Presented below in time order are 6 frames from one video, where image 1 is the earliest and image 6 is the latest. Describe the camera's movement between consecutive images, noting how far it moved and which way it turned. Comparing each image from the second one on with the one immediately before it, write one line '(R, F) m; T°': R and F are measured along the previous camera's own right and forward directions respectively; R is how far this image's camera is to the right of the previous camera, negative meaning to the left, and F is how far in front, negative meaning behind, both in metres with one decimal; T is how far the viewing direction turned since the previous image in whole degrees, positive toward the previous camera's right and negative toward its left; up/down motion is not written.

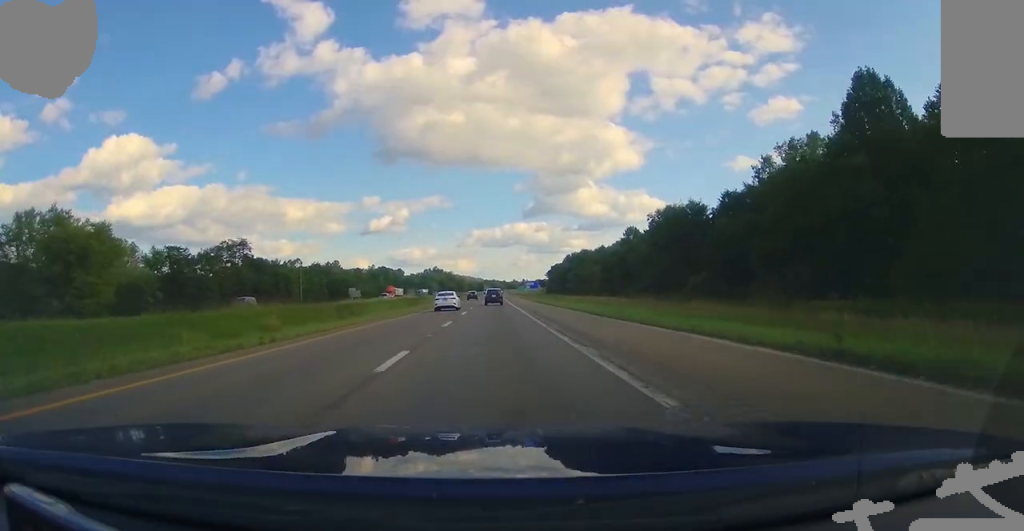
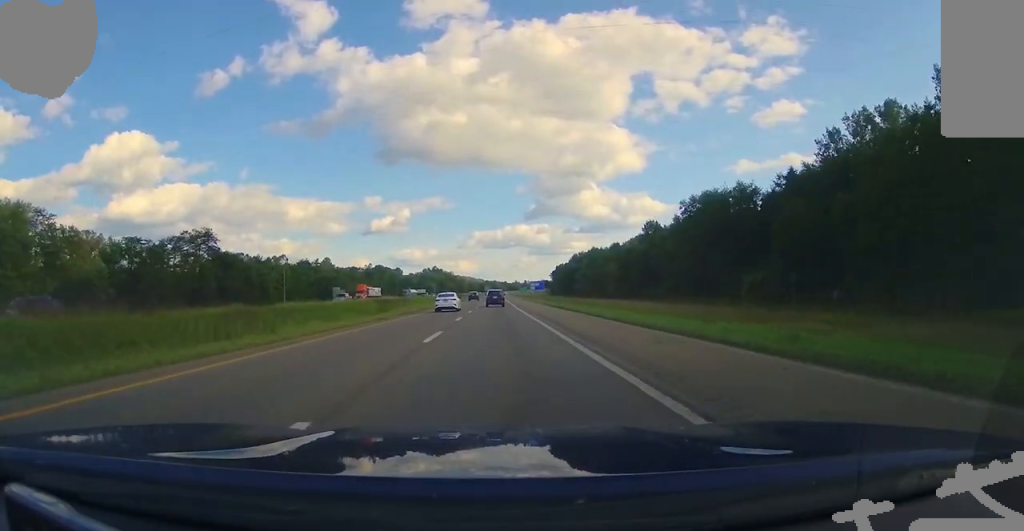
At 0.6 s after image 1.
(0.0, +19.1) m; 0°
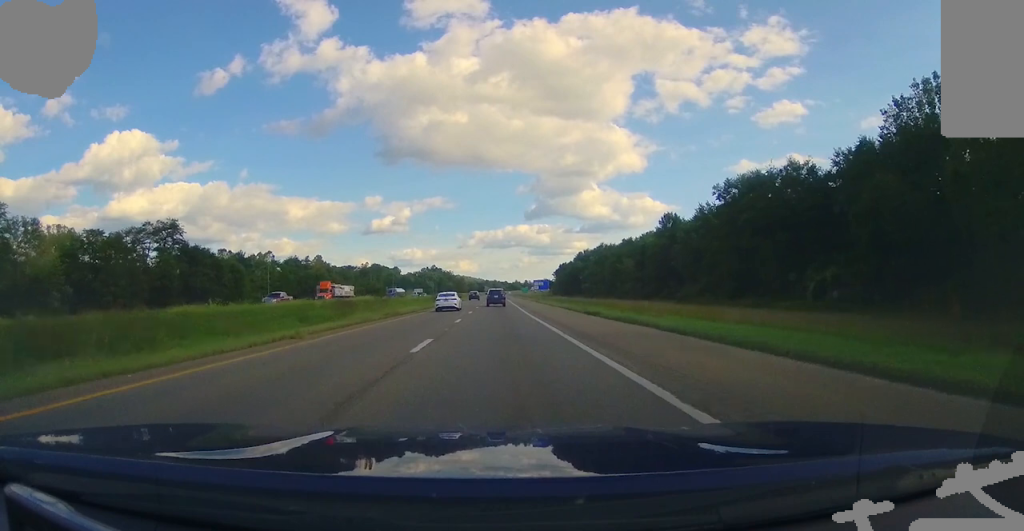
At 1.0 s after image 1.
(0.0, +14.6) m; 0°
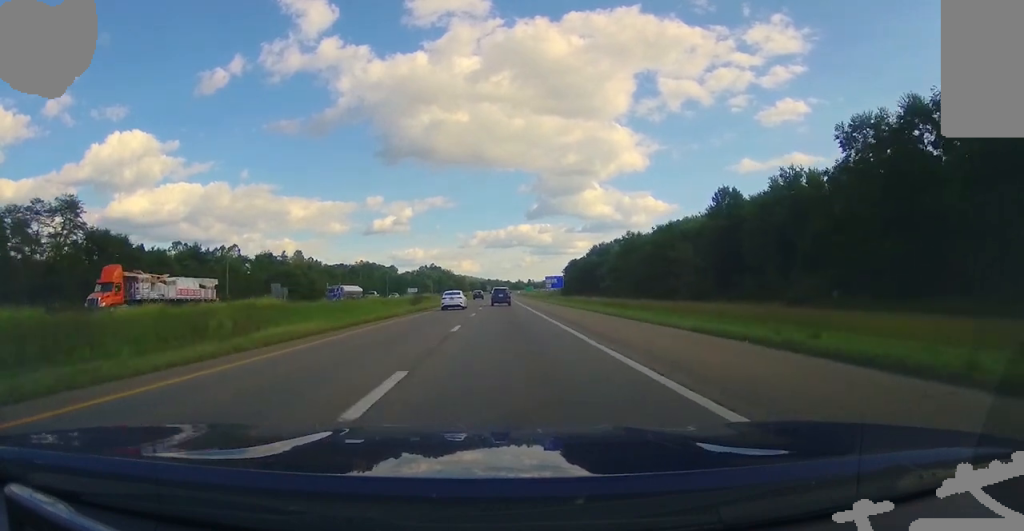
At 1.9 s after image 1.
(-0.2, +31.3) m; 0°
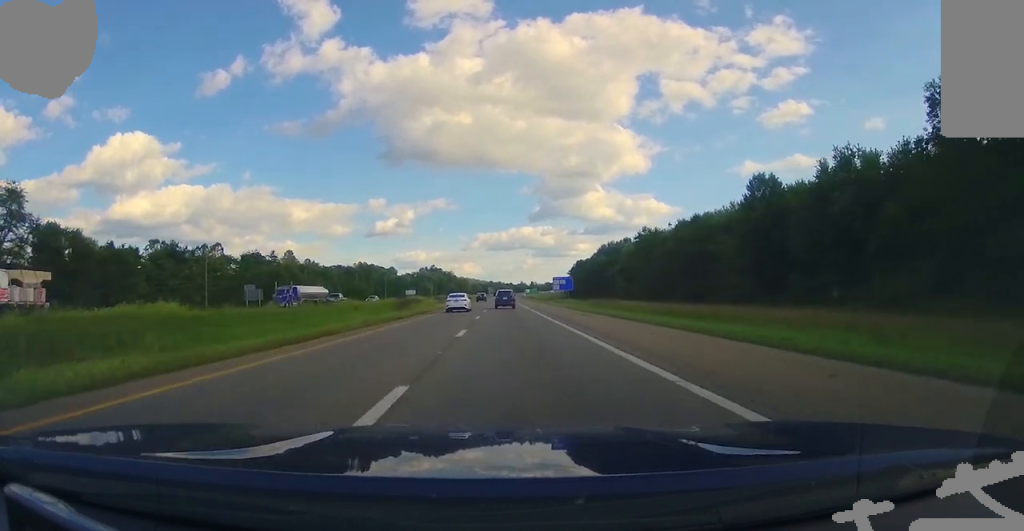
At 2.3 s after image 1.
(+0.1, +13.3) m; 0°
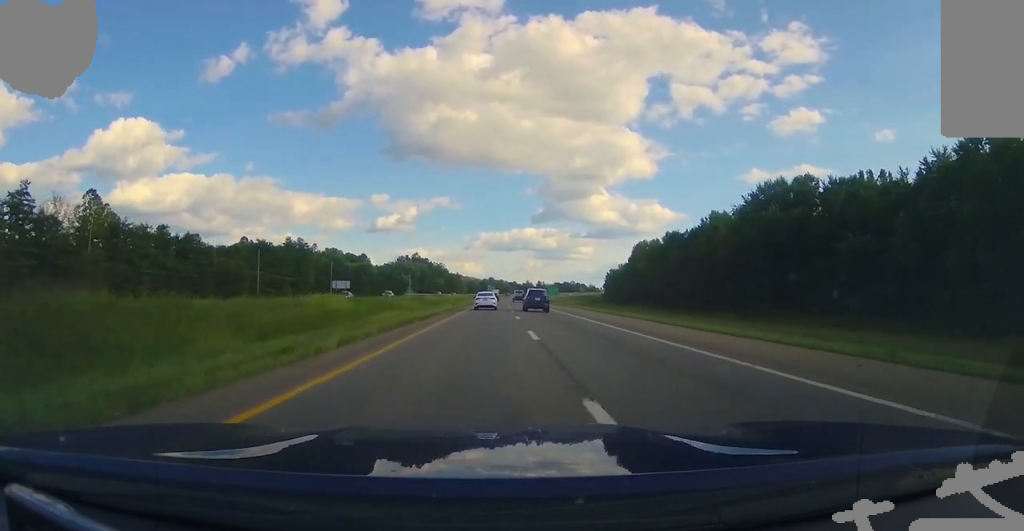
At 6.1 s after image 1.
(-0.9, +123.1) m; 0°
